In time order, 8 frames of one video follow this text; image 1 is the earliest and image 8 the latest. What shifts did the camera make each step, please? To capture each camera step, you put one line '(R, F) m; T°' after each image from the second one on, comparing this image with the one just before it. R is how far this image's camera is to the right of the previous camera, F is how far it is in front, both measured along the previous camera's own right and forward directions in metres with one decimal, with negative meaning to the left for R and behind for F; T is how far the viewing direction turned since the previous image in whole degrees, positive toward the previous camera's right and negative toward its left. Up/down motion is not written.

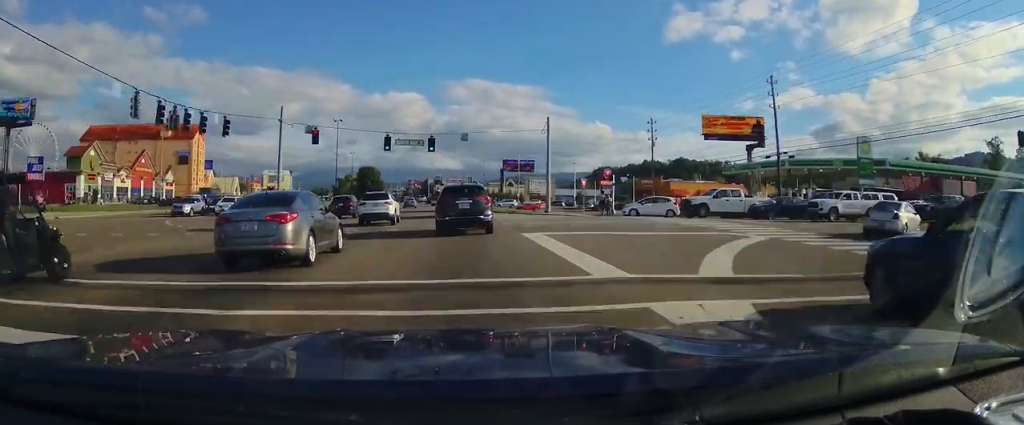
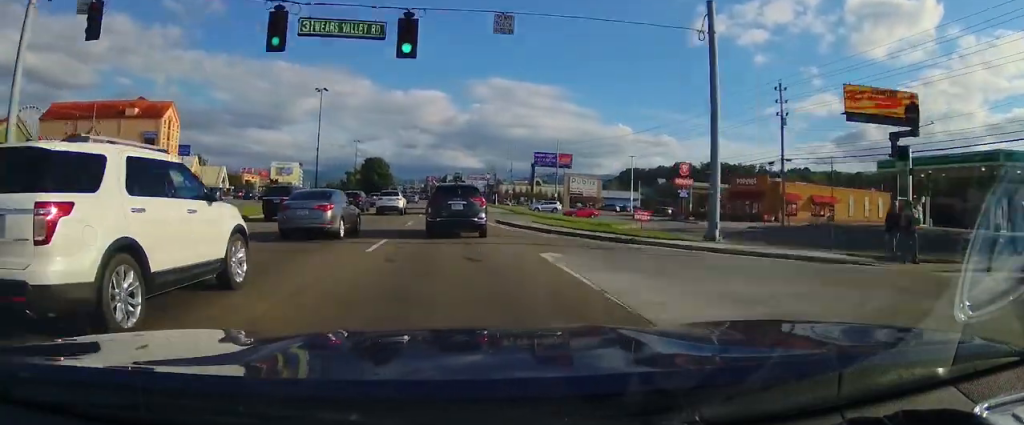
(-0.4, +29.5) m; -1°
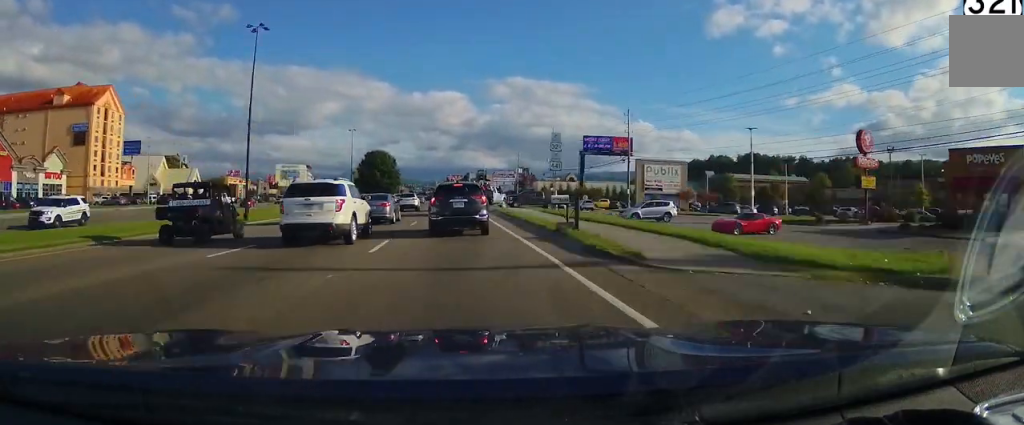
(0.0, +37.0) m; -2°
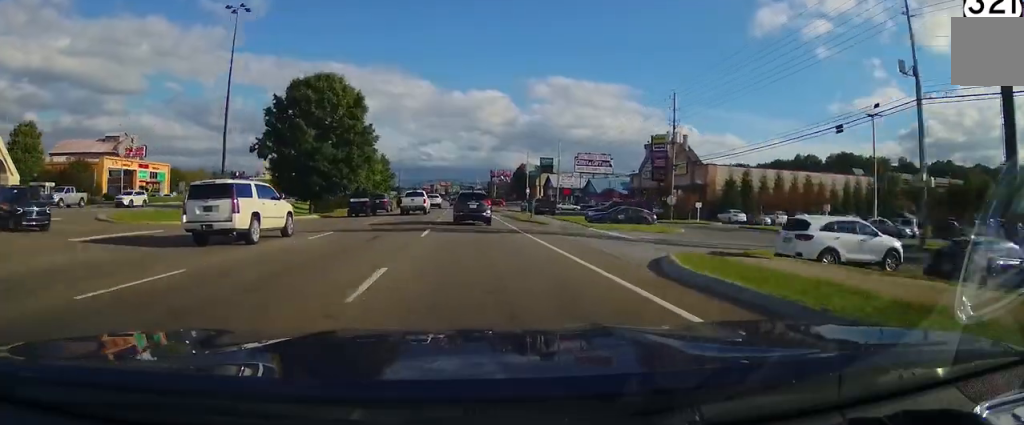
(-6.6, +109.9) m; -4°
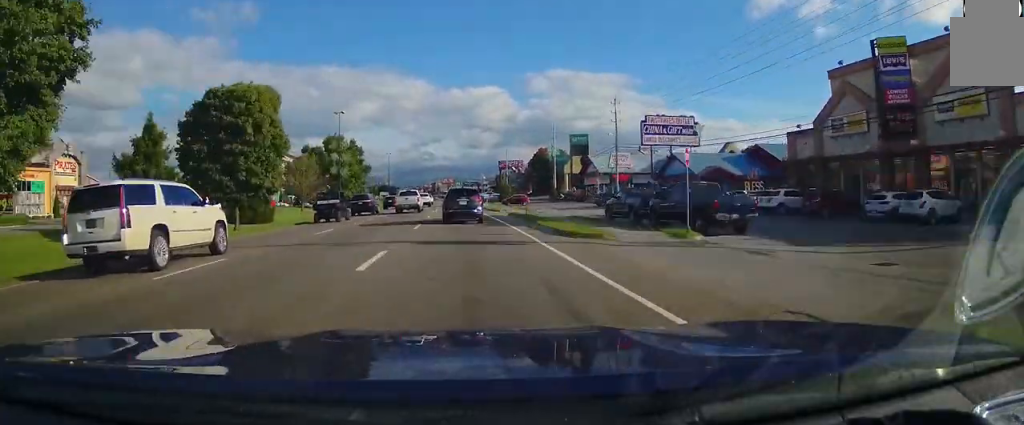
(+0.5, +41.5) m; 0°
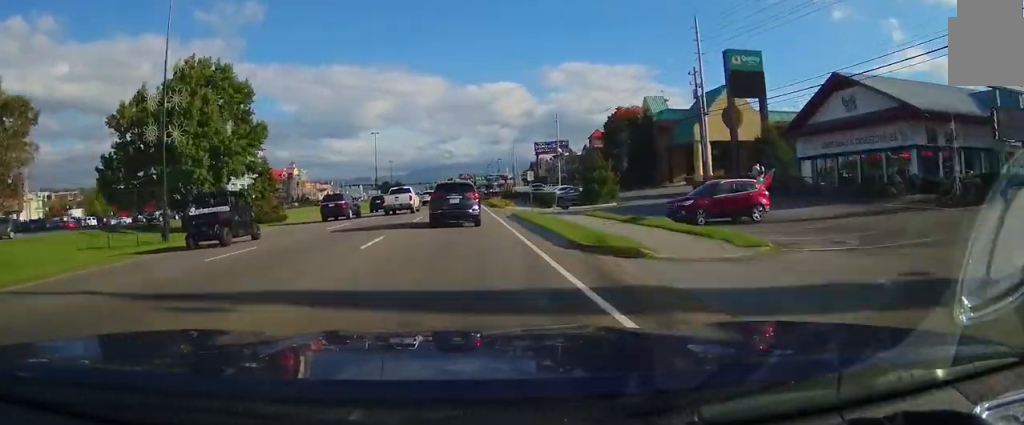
(-1.3, +62.2) m; -2°
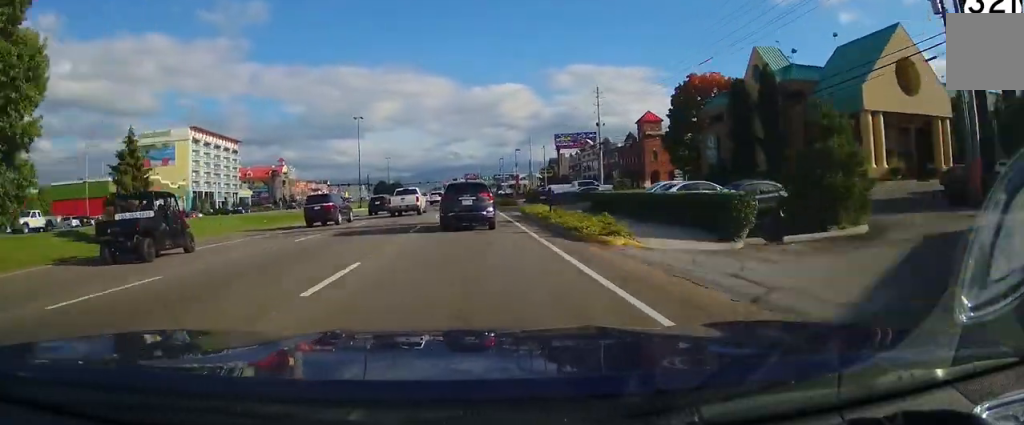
(-0.3, +28.7) m; -1°
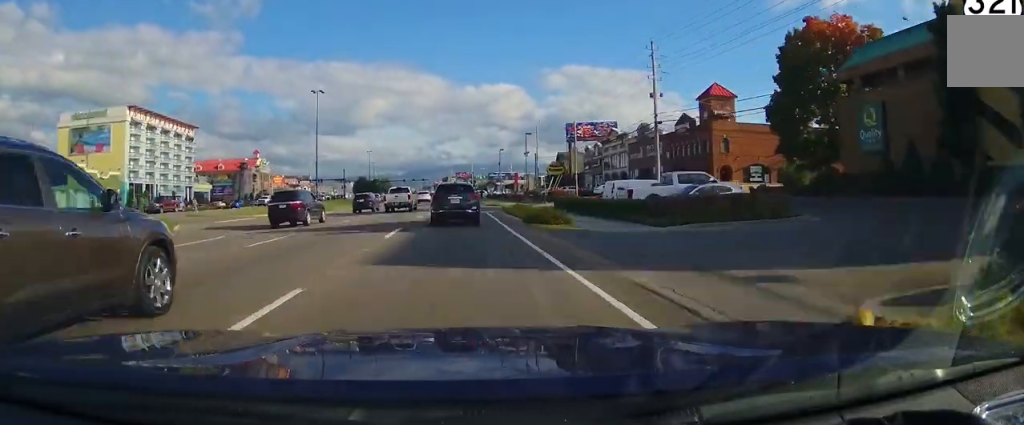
(-0.1, +28.5) m; -1°
